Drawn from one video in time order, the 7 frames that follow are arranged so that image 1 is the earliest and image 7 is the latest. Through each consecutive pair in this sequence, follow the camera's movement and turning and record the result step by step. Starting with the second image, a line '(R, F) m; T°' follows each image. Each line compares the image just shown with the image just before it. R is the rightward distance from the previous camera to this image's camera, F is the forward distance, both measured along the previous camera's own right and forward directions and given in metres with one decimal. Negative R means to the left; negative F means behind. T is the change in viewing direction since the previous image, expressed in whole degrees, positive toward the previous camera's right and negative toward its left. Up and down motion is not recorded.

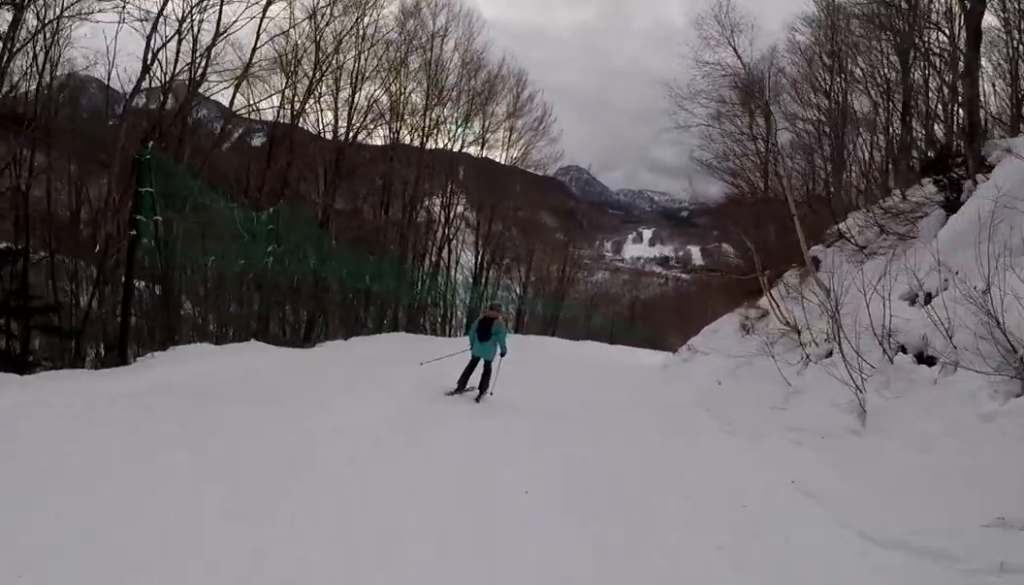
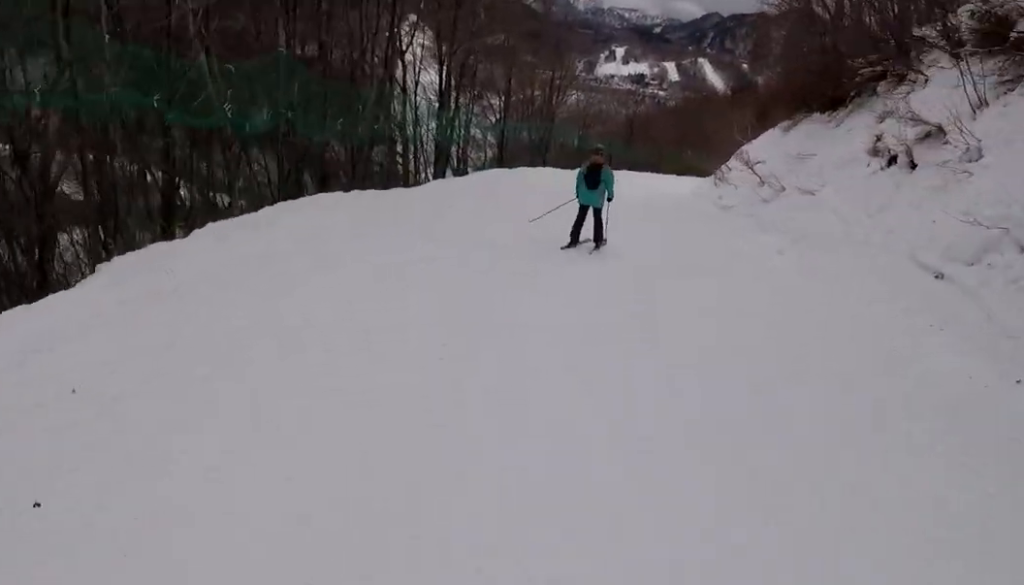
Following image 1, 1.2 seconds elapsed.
(+0.1, +8.4) m; +1°
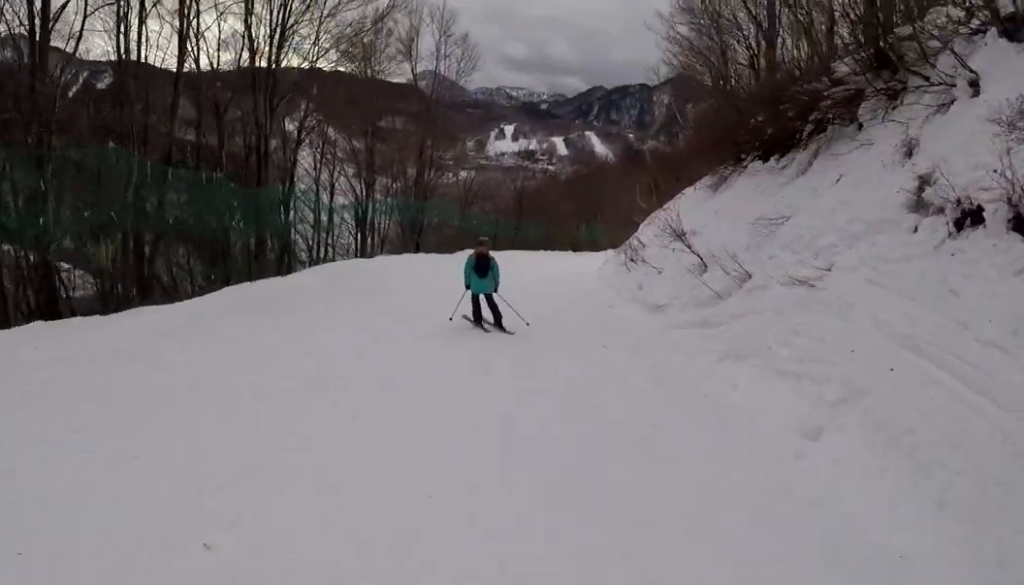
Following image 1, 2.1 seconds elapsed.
(0.0, +6.7) m; +2°
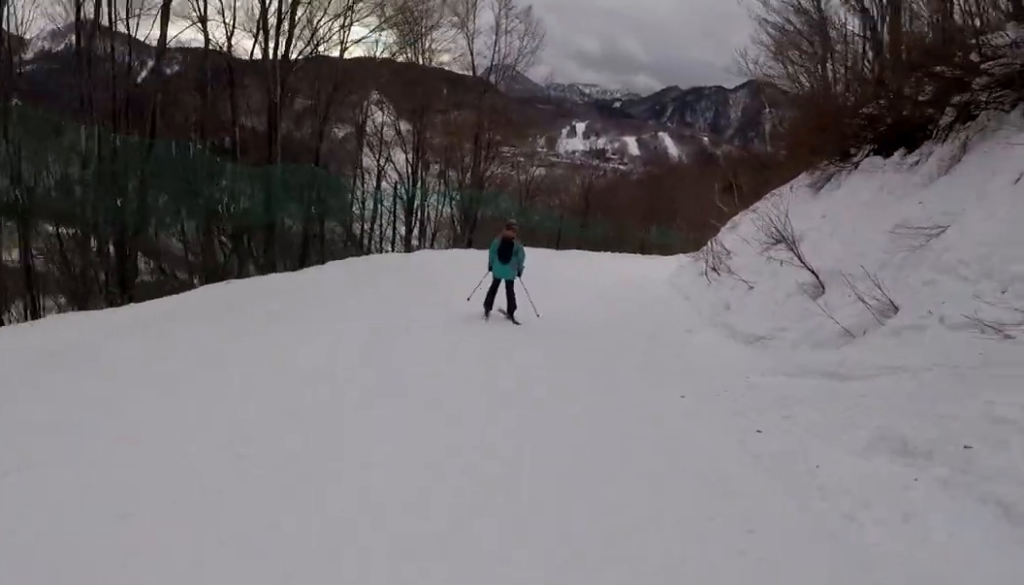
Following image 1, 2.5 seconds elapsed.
(0.0, +3.0) m; +4°
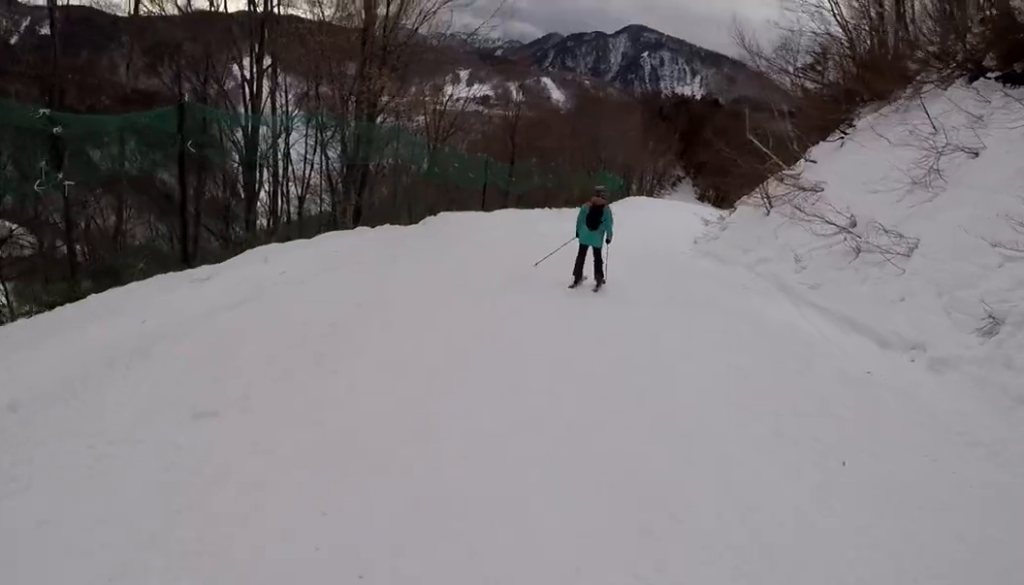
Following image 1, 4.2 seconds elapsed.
(+1.6, +12.4) m; +9°
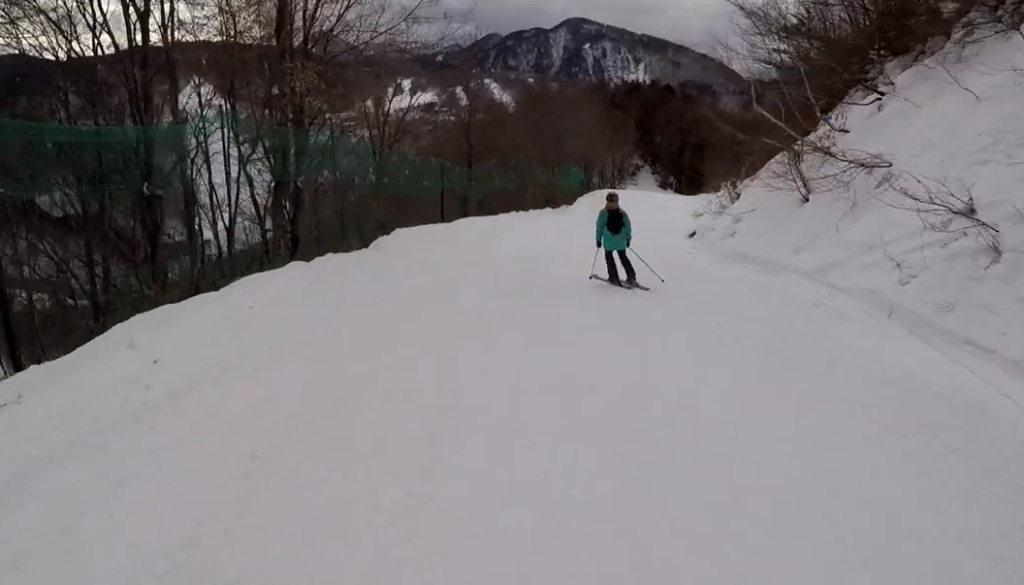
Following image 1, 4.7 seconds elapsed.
(+0.1, +3.6) m; -3°
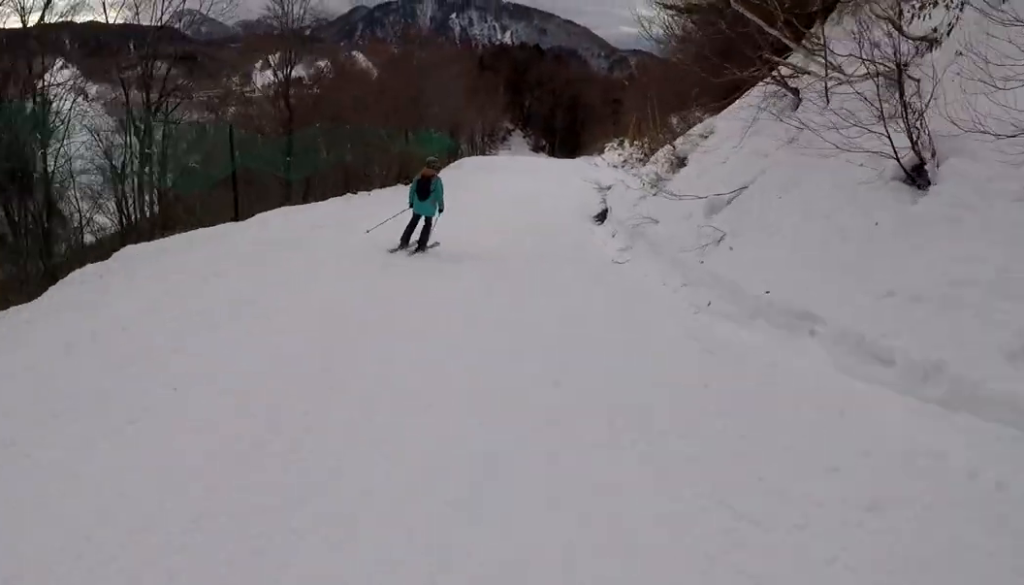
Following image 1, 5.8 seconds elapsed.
(-0.7, +8.2) m; +3°
